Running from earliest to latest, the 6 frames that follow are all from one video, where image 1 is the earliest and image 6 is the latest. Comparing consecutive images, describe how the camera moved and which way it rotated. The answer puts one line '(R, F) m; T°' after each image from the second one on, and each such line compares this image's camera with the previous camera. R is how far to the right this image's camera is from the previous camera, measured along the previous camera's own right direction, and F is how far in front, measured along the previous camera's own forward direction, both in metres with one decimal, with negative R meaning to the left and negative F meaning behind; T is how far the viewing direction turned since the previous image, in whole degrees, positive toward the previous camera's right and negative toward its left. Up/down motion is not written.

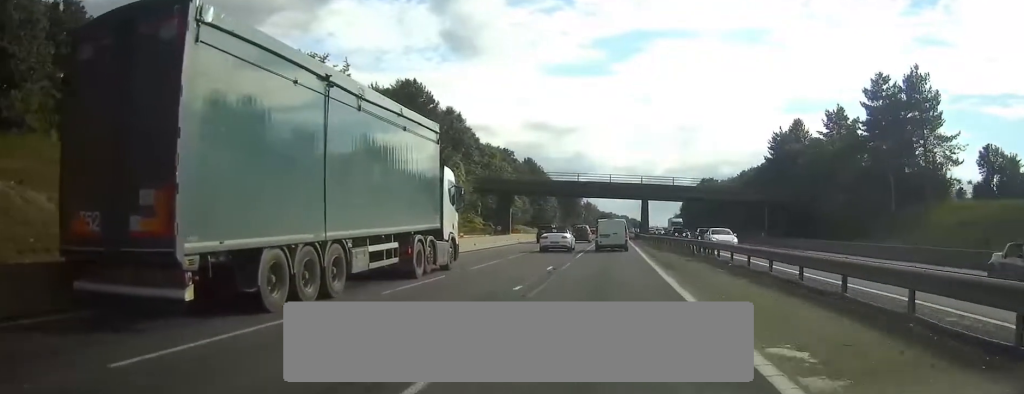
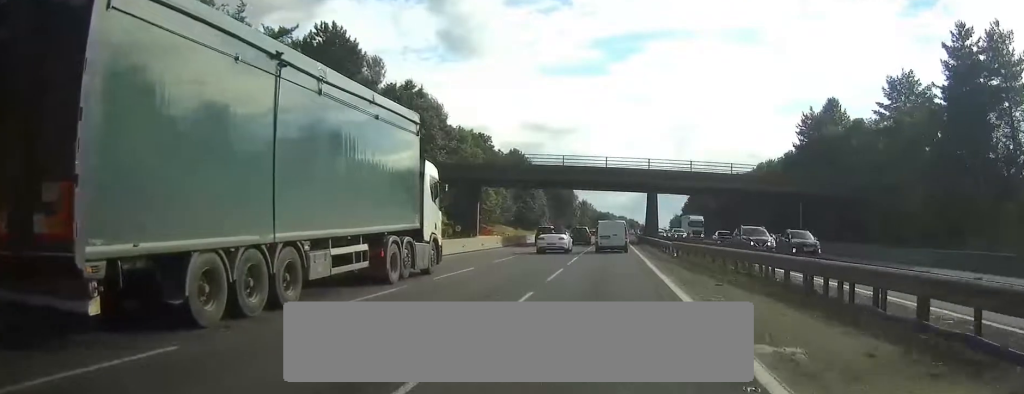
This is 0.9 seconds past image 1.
(0.0, +22.0) m; 0°
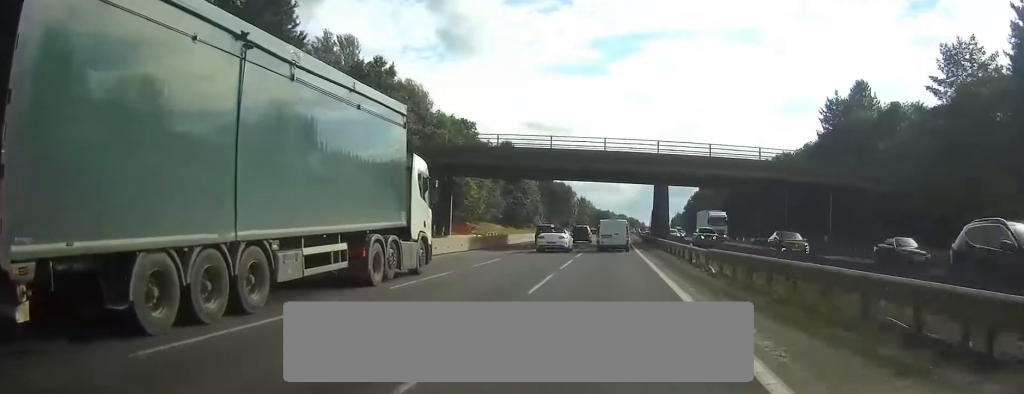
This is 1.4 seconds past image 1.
(0.0, +12.6) m; 0°
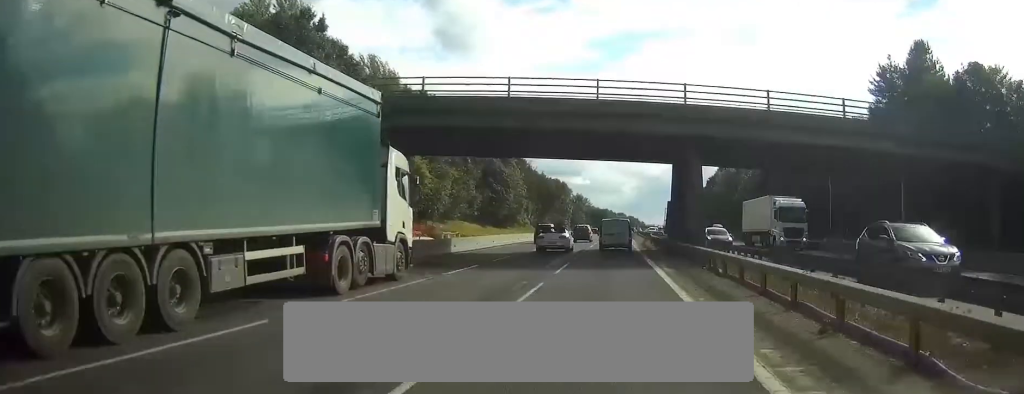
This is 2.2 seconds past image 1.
(0.0, +20.2) m; 0°
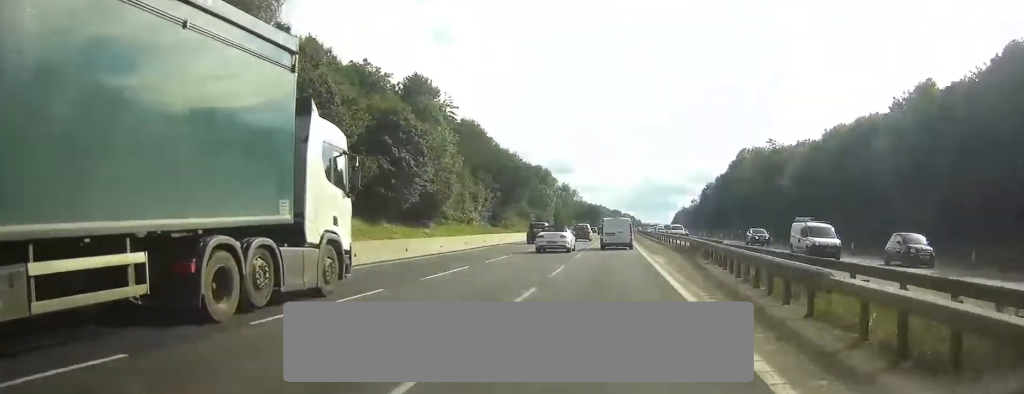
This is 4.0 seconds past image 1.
(+0.1, +45.6) m; +1°
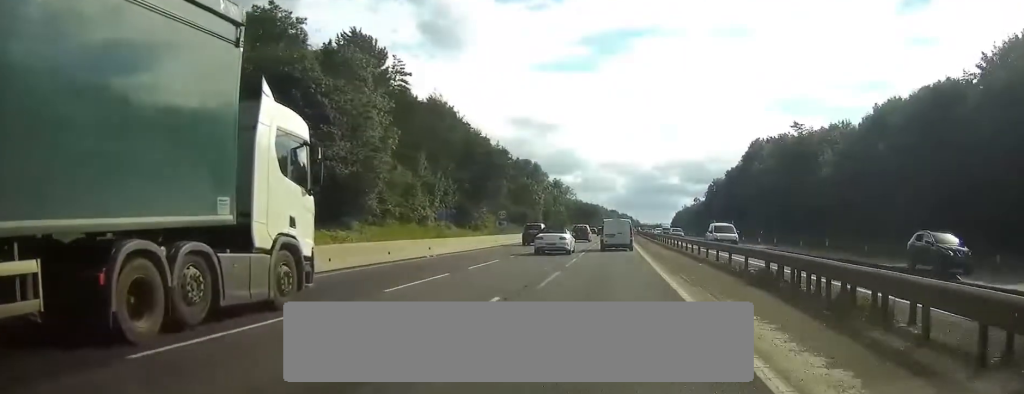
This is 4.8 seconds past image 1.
(+0.1, +20.2) m; 0°
